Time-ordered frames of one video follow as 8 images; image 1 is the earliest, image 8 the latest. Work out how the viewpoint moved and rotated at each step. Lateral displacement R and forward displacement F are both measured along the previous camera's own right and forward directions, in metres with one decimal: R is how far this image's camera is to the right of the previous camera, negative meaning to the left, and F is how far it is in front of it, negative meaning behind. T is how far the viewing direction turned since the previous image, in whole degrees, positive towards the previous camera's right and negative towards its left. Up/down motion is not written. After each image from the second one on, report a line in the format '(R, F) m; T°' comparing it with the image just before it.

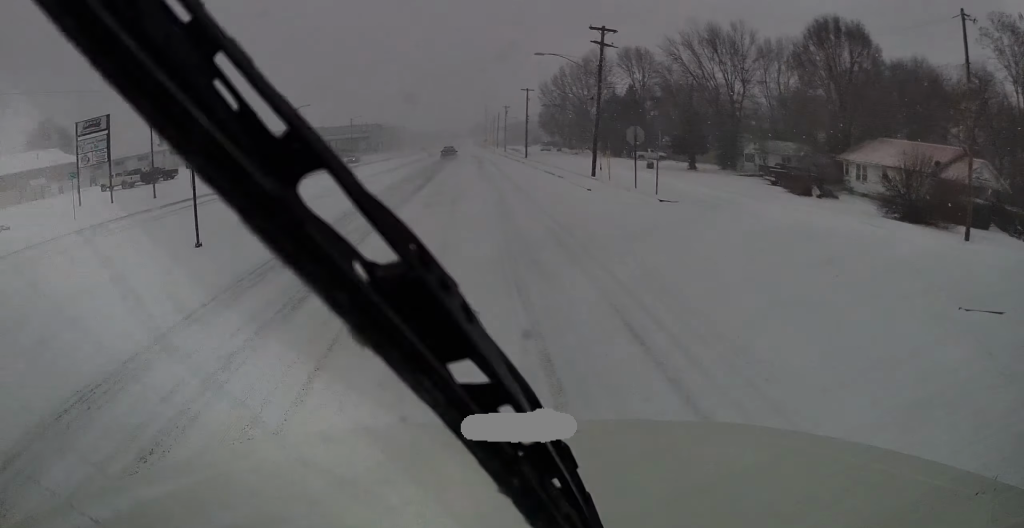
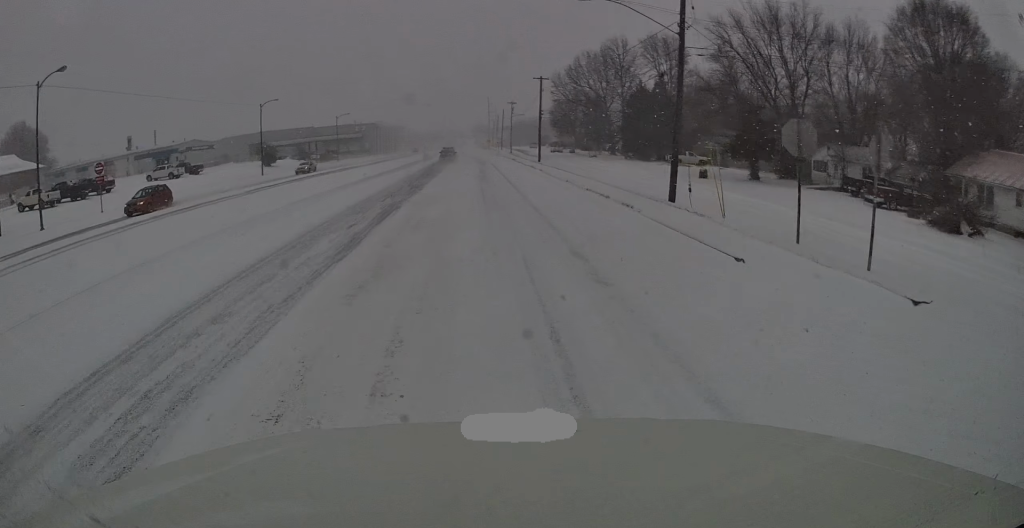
(-0.1, +15.4) m; -1°
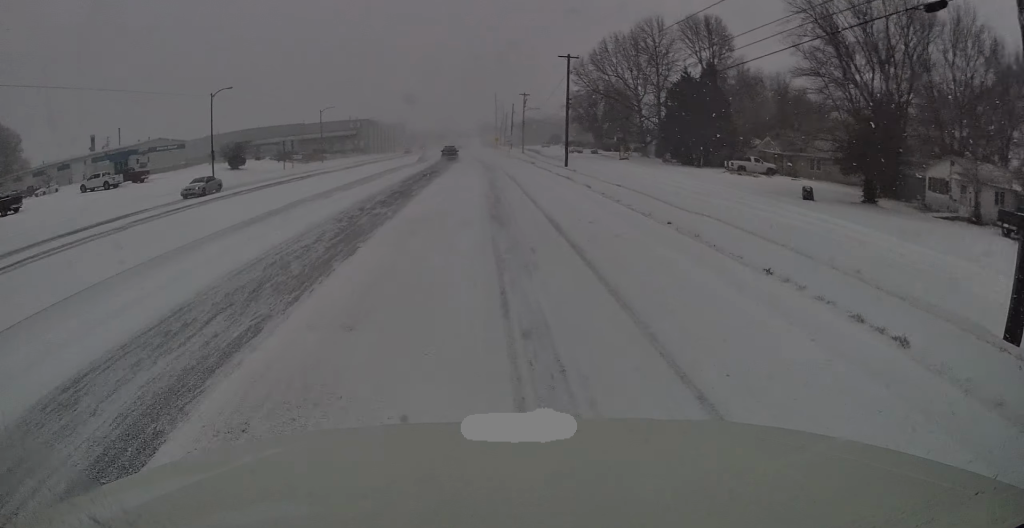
(-0.3, +16.1) m; -1°
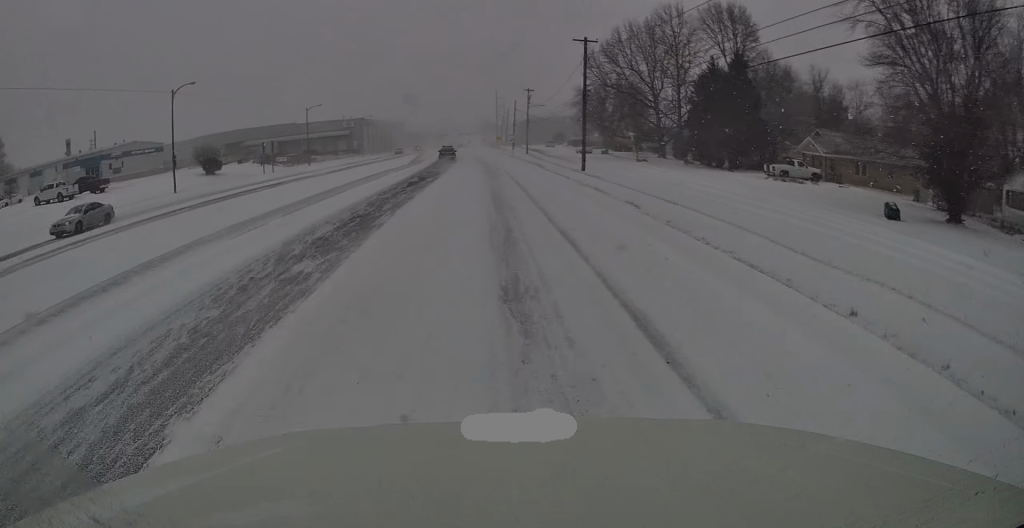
(0.0, +8.2) m; 0°
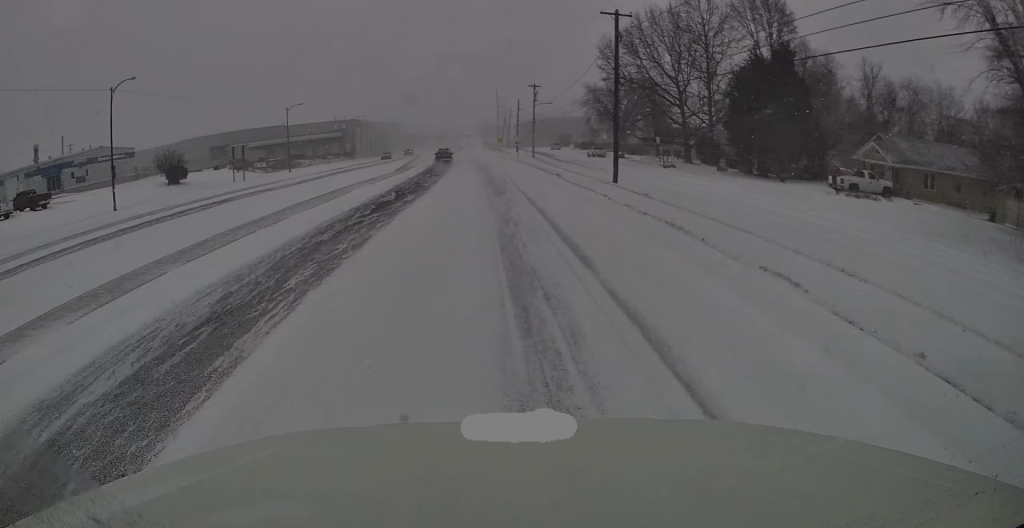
(0.0, +9.9) m; 0°
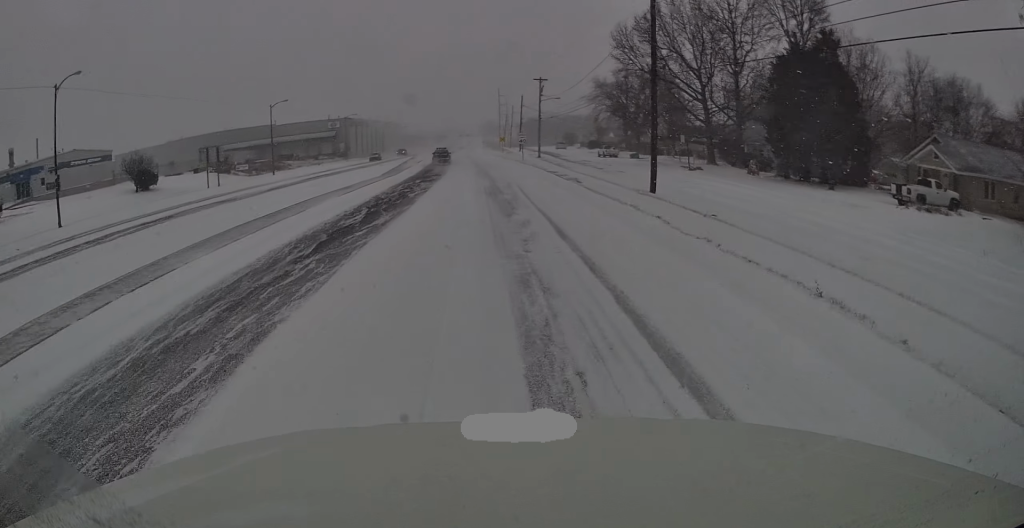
(0.0, +7.0) m; 0°
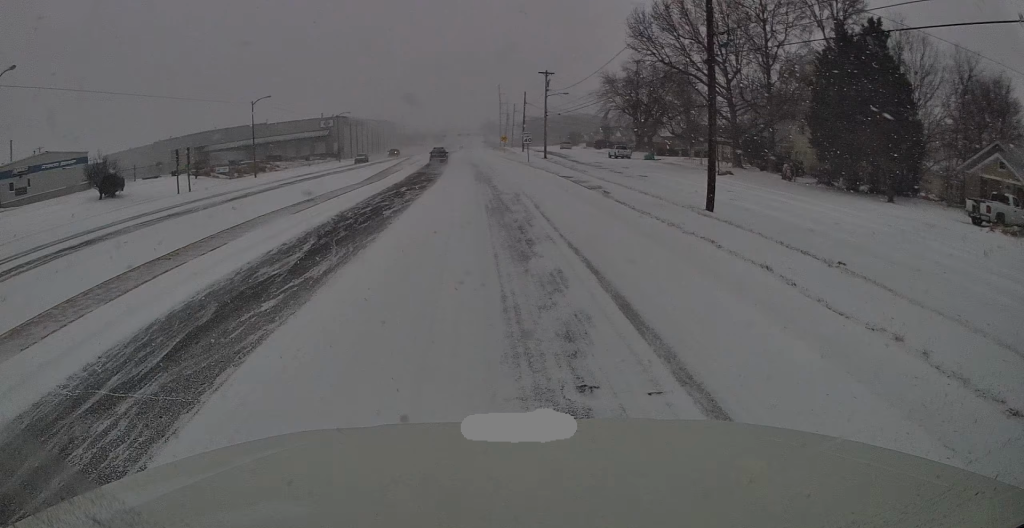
(0.0, +6.6) m; +1°
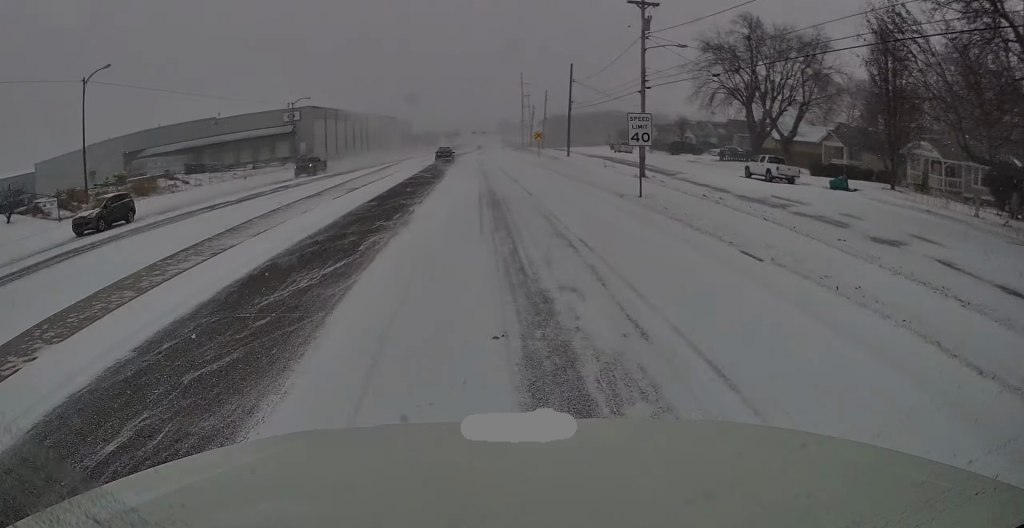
(+0.6, +36.8) m; 0°
